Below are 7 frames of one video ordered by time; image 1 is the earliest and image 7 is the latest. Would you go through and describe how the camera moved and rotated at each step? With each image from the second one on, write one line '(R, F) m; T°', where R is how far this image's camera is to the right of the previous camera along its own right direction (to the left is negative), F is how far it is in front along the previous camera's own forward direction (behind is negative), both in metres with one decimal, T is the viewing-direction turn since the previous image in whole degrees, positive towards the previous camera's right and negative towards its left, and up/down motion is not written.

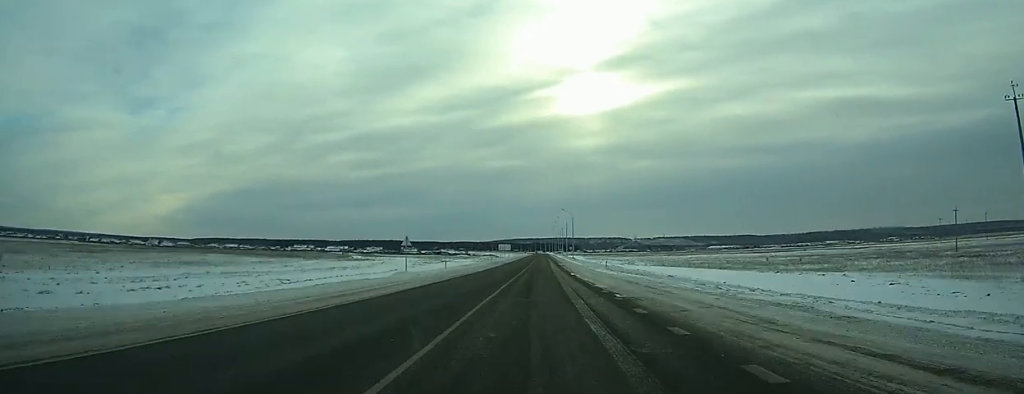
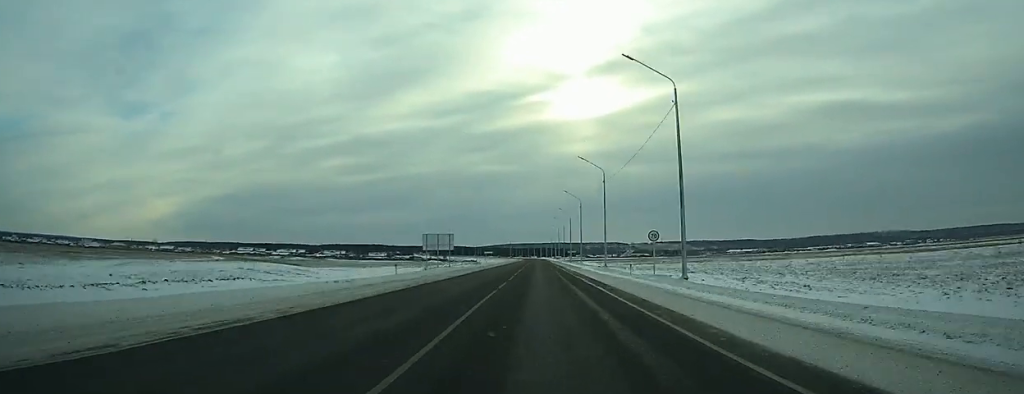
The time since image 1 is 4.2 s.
(+1.1, +114.4) m; +1°
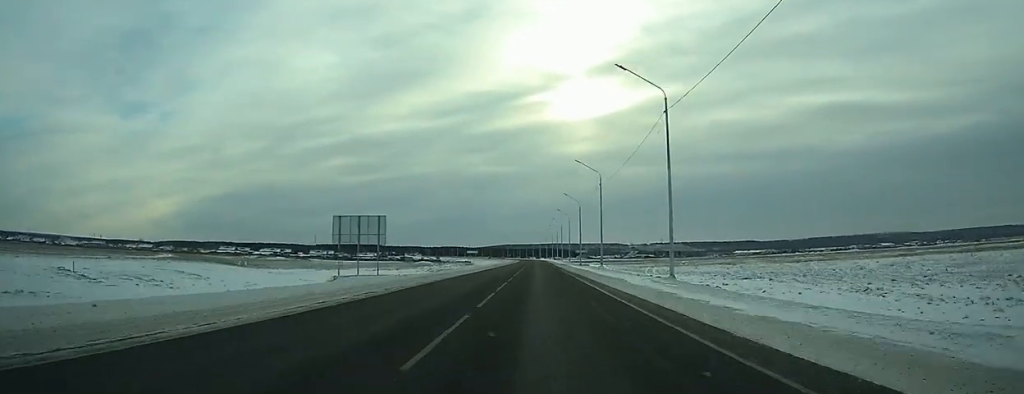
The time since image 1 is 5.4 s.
(+0.1, +30.4) m; 0°
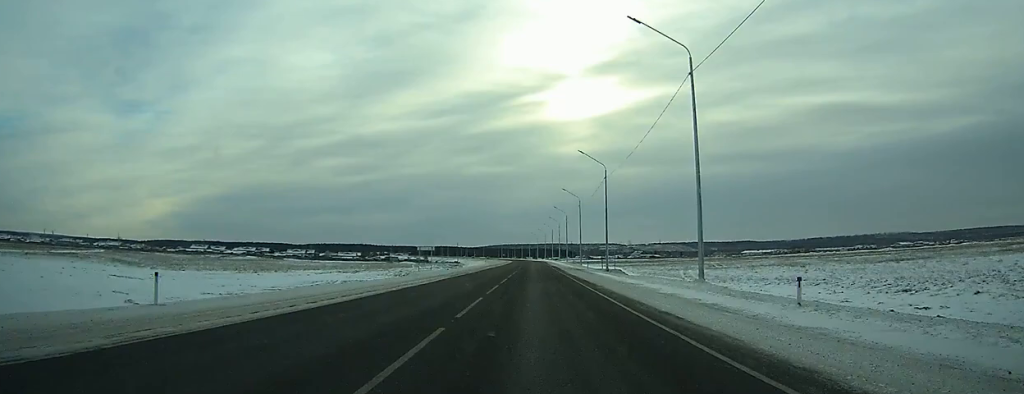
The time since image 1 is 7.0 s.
(+0.1, +40.1) m; 0°
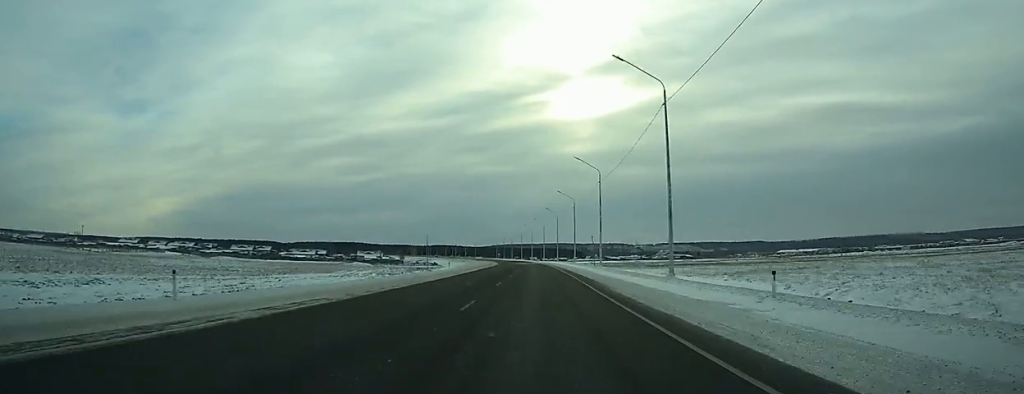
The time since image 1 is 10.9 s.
(-0.5, +97.7) m; -1°
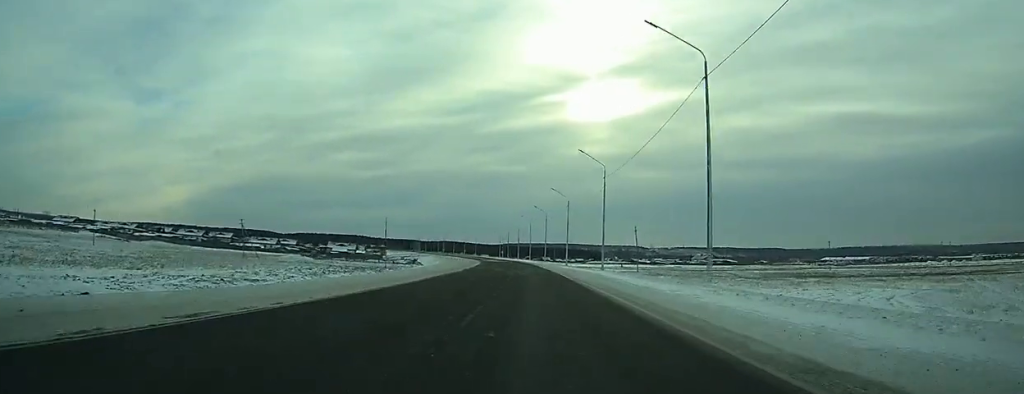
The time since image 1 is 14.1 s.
(-0.3, +73.5) m; -1°
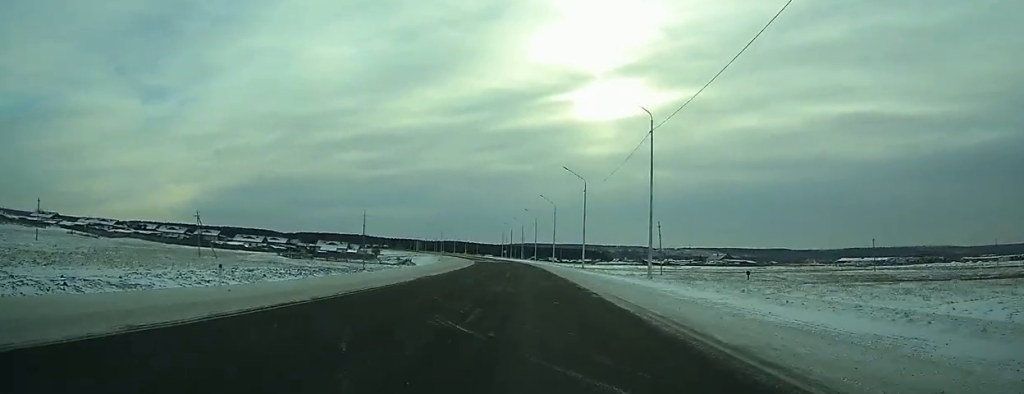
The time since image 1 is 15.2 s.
(-0.1, +23.2) m; -1°
